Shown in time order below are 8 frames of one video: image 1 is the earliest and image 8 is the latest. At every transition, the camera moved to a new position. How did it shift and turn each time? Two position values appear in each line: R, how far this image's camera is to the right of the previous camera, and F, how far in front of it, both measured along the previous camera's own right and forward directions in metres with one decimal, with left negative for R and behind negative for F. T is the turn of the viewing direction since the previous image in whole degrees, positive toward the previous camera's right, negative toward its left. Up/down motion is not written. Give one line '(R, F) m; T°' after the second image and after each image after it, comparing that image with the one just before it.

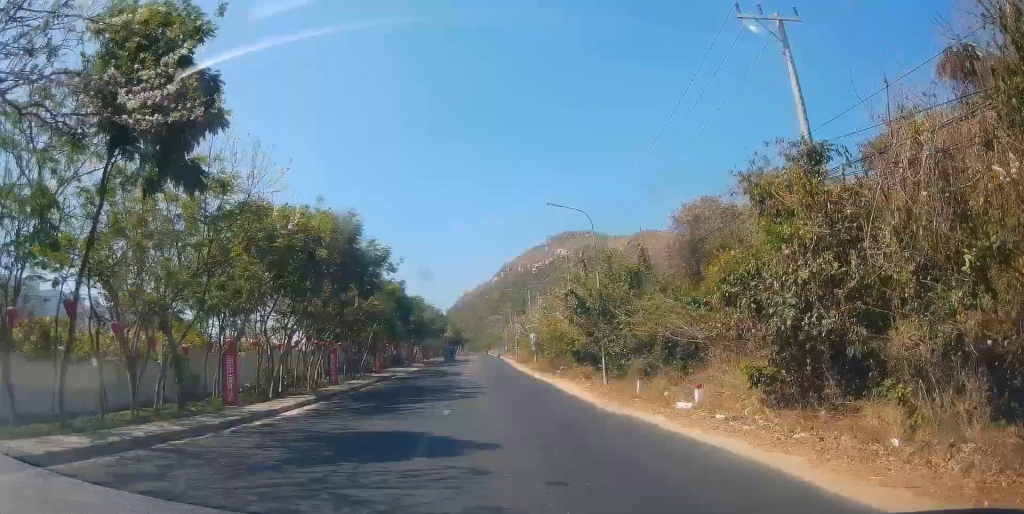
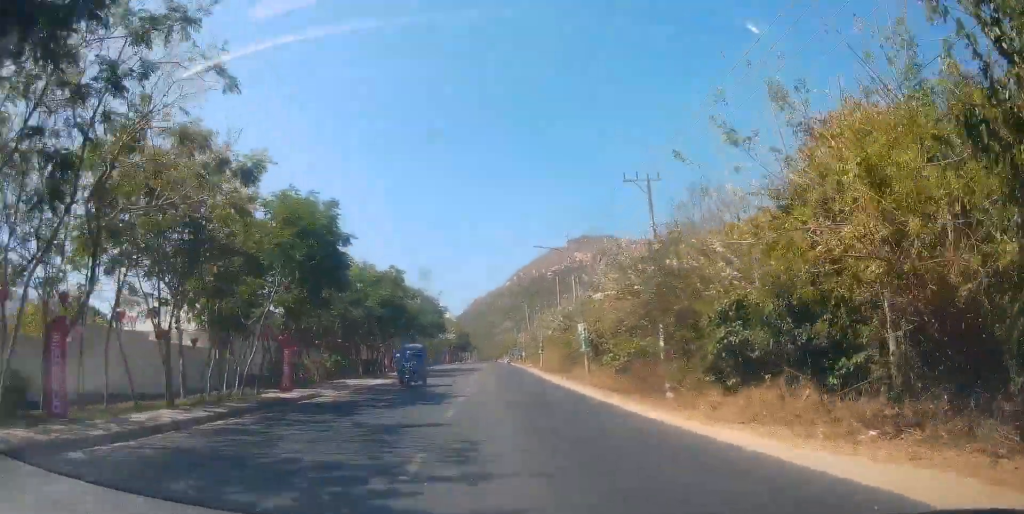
(+1.7, +26.9) m; +2°
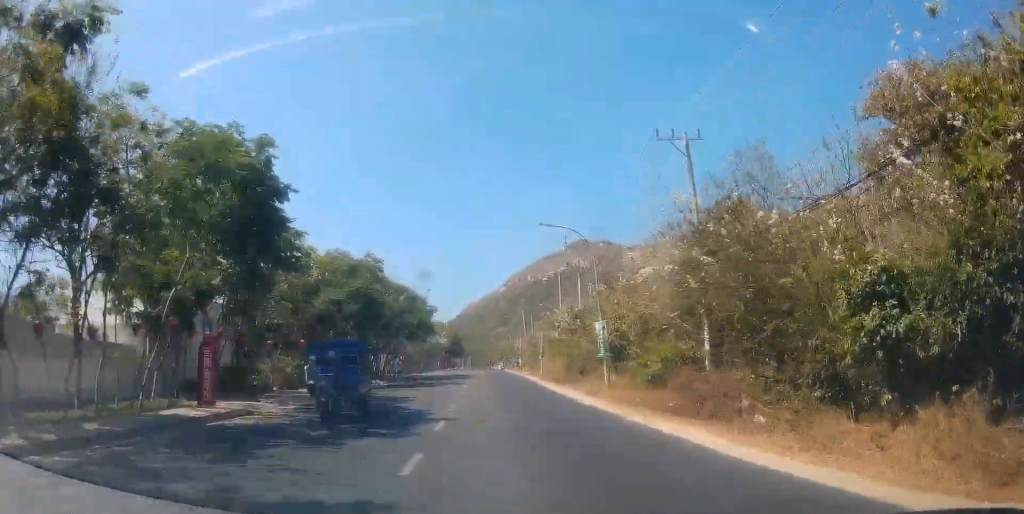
(-0.4, +7.8) m; -1°
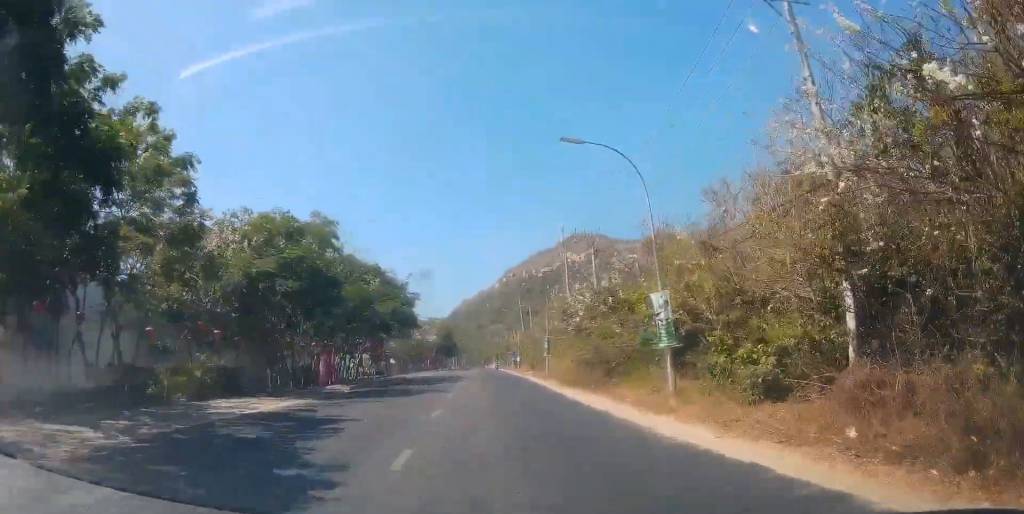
(-0.3, +11.4) m; 0°
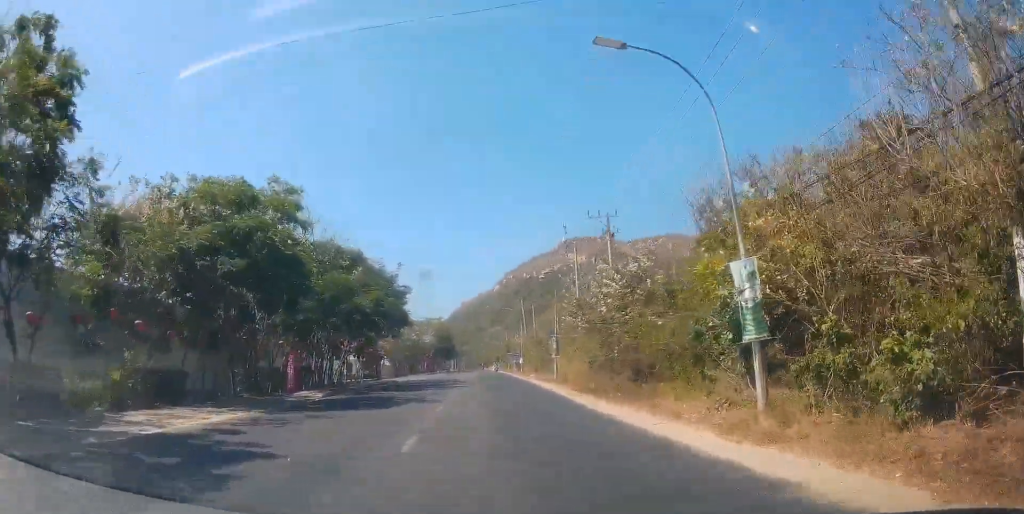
(+0.2, +6.3) m; +1°
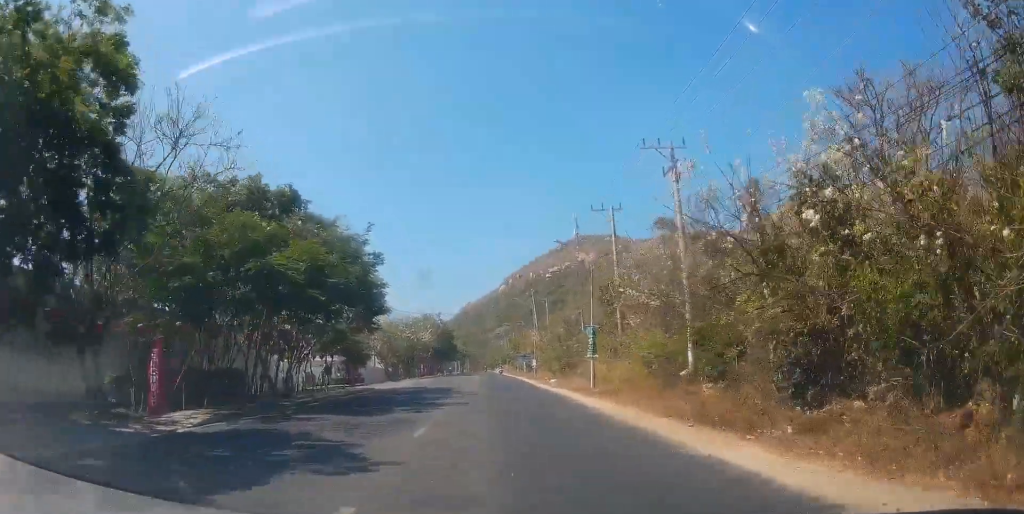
(+0.2, +14.1) m; +1°
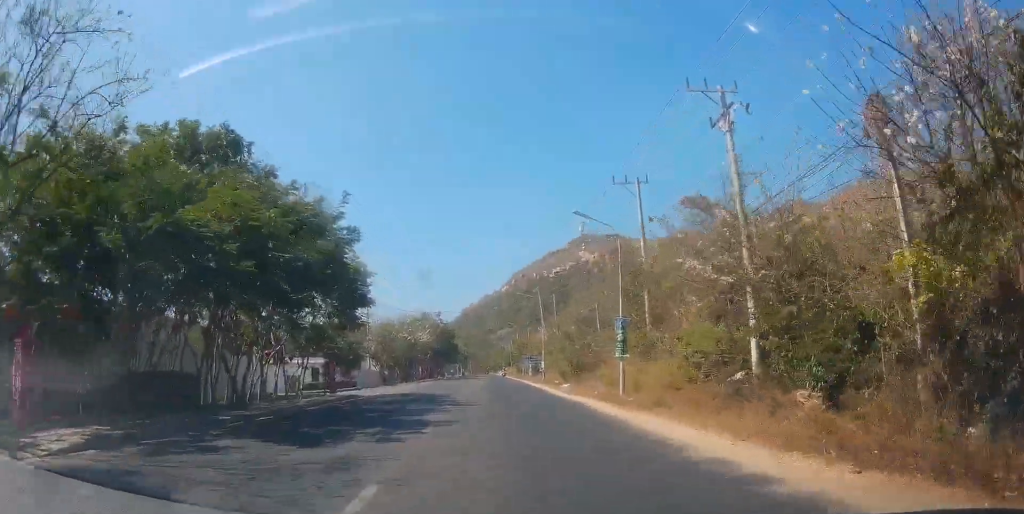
(0.0, +6.5) m; -1°
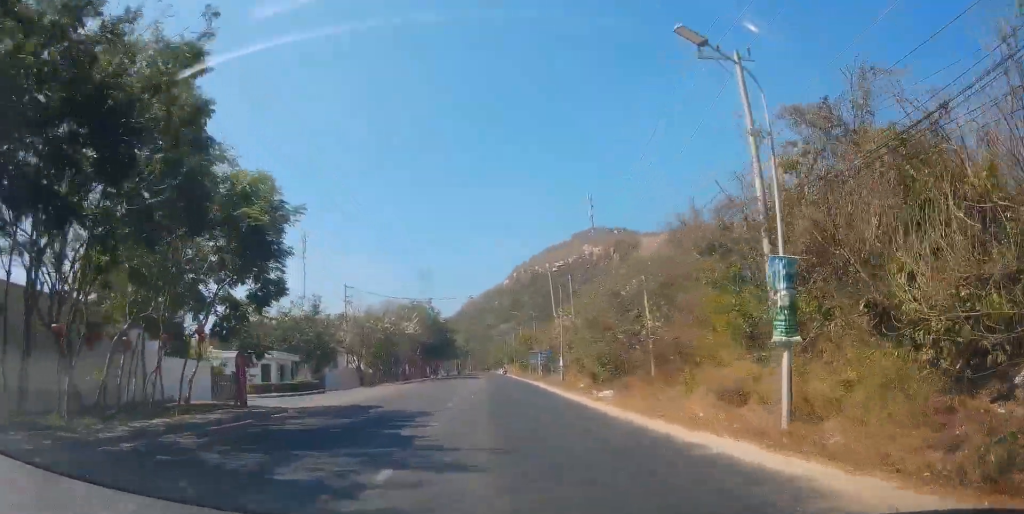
(-0.5, +15.0) m; -1°
